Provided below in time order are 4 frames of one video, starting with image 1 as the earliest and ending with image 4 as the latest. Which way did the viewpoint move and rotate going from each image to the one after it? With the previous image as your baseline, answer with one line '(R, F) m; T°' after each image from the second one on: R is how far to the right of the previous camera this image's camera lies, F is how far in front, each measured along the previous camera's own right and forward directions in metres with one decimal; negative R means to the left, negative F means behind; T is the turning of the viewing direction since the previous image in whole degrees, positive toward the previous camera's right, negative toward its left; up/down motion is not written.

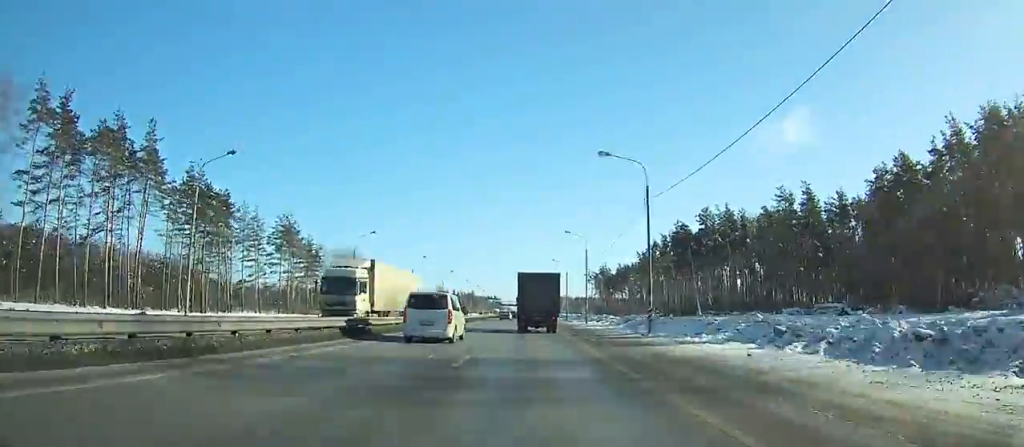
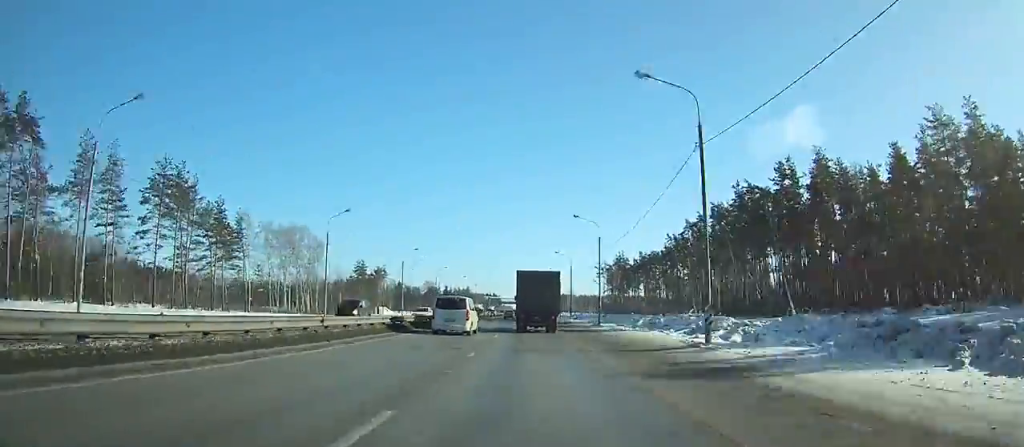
(0.0, +43.8) m; 0°
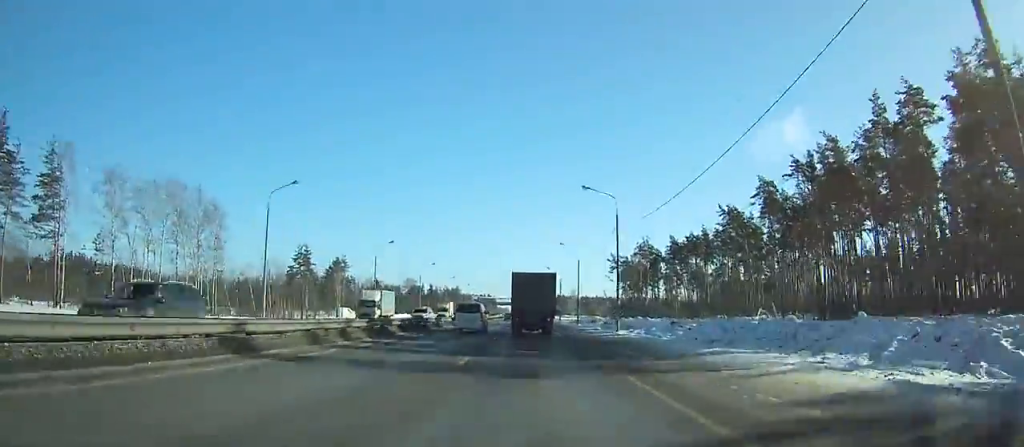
(+0.1, +49.3) m; 0°
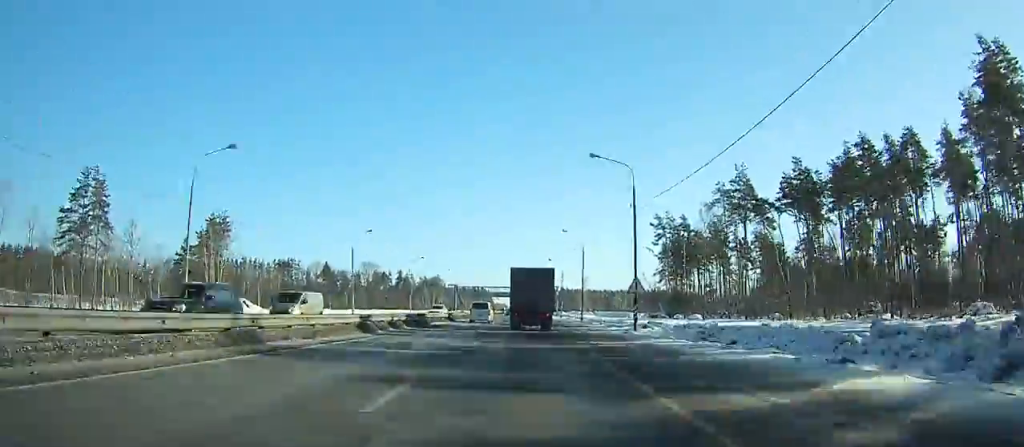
(0.0, +78.3) m; 0°
